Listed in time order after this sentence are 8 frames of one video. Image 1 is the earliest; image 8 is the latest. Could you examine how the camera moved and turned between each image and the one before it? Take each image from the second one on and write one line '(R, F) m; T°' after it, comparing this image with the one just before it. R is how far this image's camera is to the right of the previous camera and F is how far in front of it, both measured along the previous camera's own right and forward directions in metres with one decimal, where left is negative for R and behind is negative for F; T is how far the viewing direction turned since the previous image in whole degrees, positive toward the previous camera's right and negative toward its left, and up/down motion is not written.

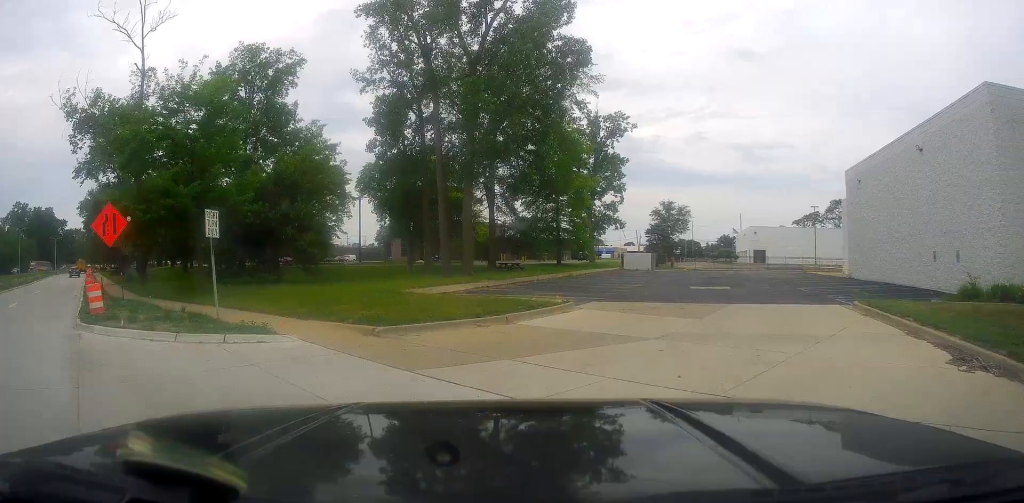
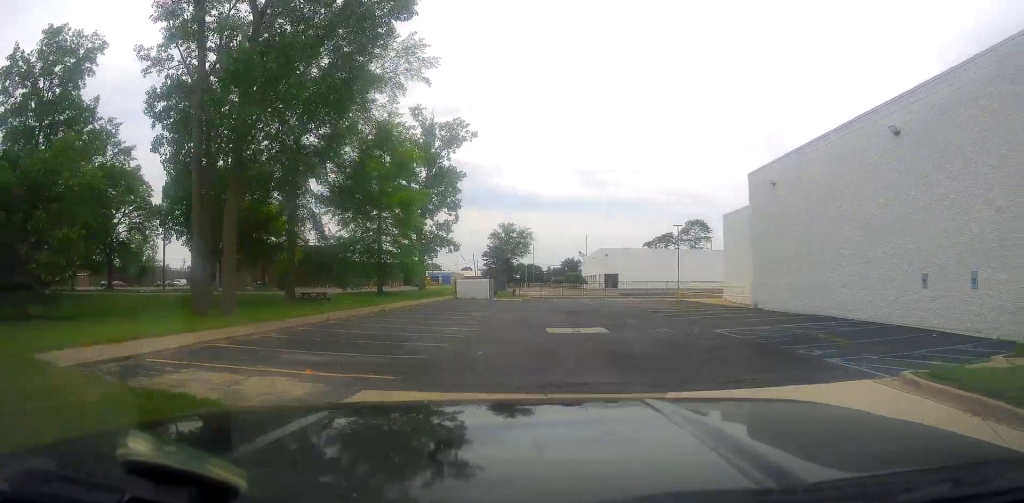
(+0.6, +9.4) m; +13°
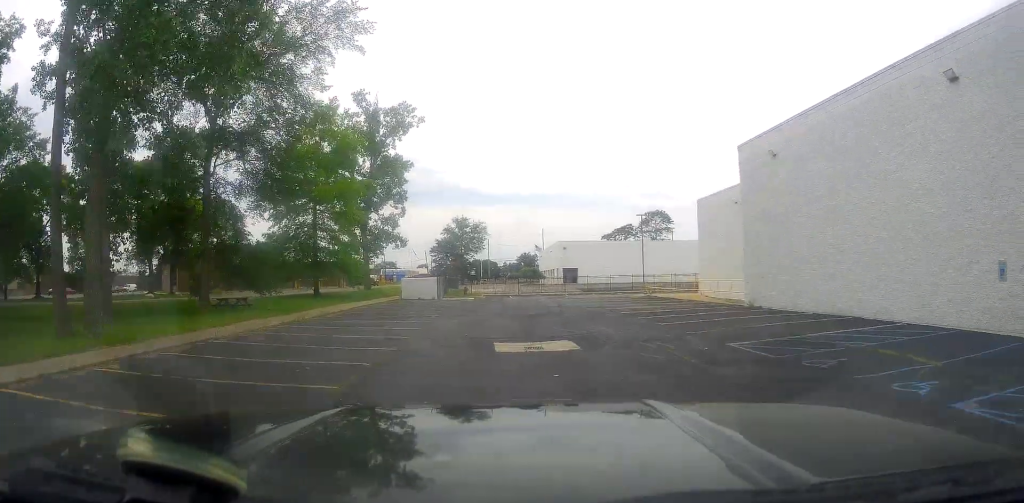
(+0.8, +5.5) m; +12°
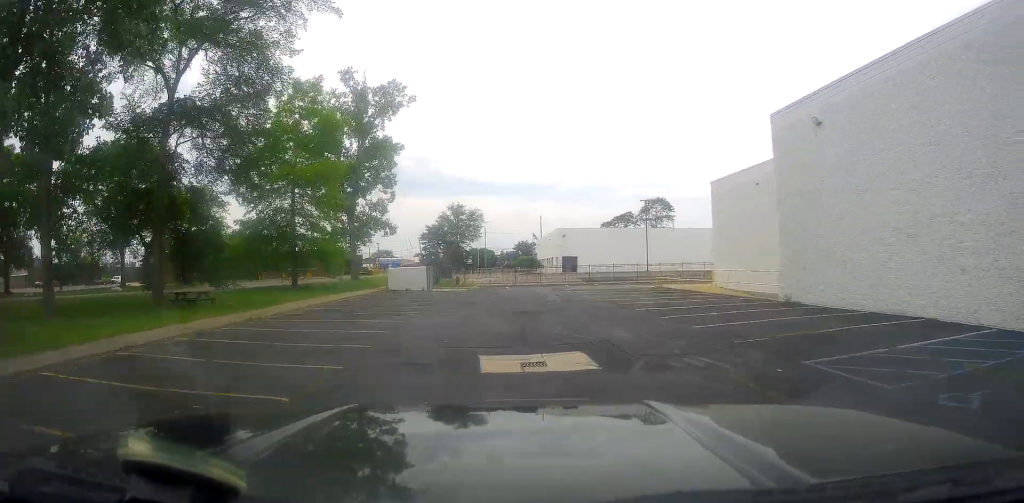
(+0.3, +4.2) m; +1°
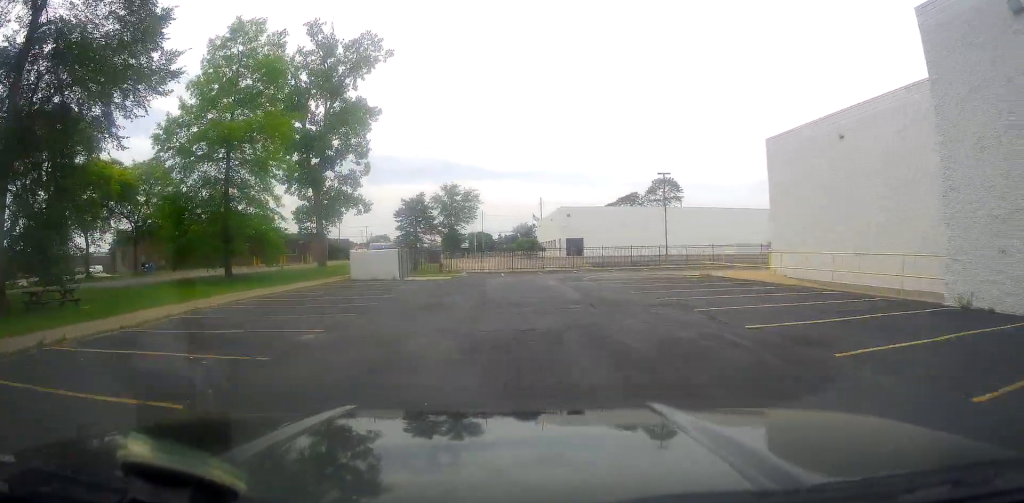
(-0.2, +10.1) m; -3°
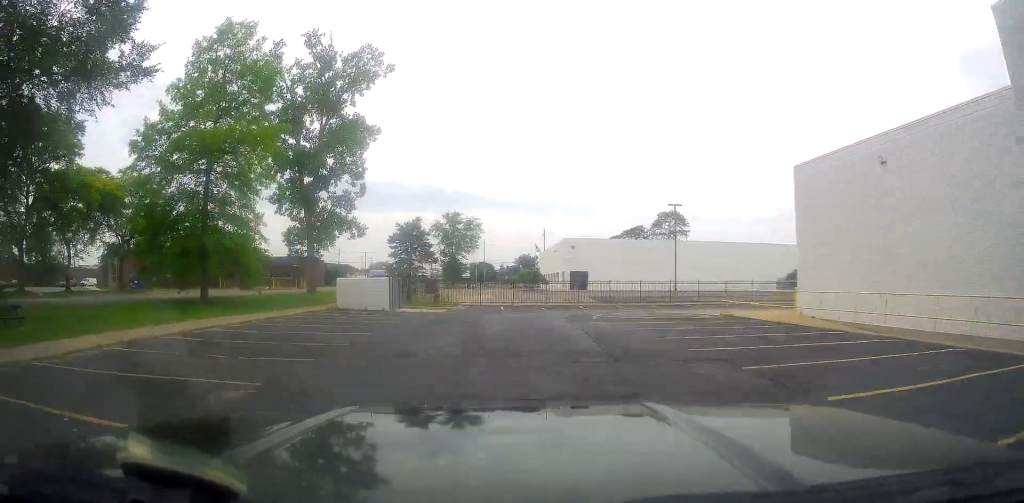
(0.0, +3.0) m; -1°
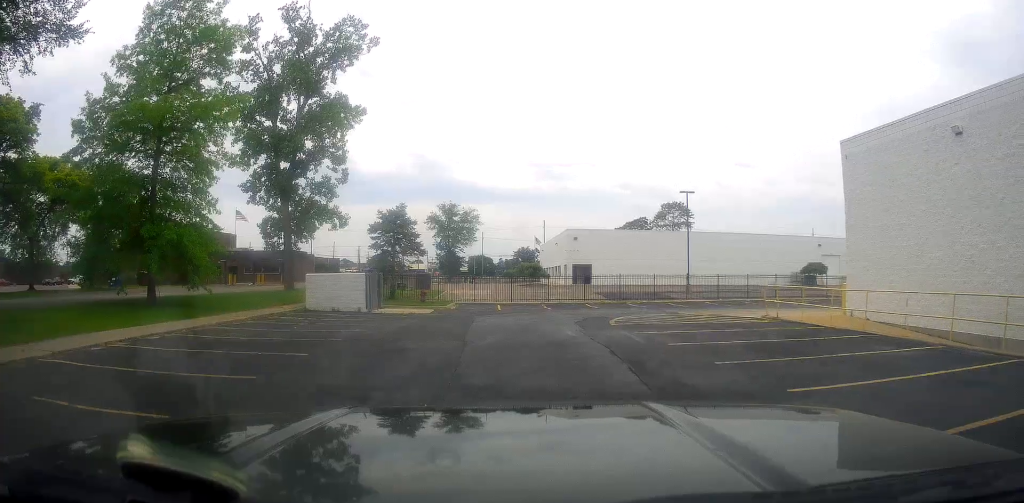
(0.0, +5.0) m; 0°
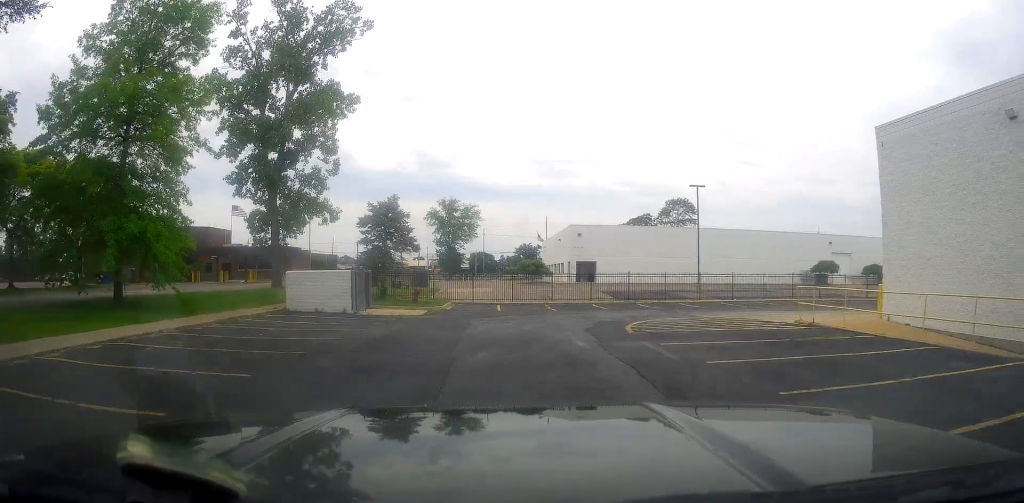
(0.0, +2.7) m; 0°
